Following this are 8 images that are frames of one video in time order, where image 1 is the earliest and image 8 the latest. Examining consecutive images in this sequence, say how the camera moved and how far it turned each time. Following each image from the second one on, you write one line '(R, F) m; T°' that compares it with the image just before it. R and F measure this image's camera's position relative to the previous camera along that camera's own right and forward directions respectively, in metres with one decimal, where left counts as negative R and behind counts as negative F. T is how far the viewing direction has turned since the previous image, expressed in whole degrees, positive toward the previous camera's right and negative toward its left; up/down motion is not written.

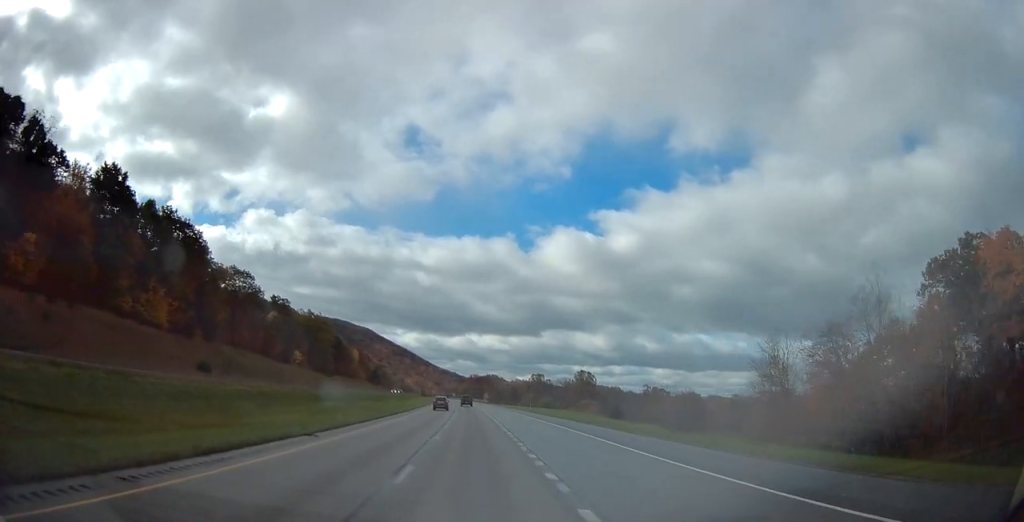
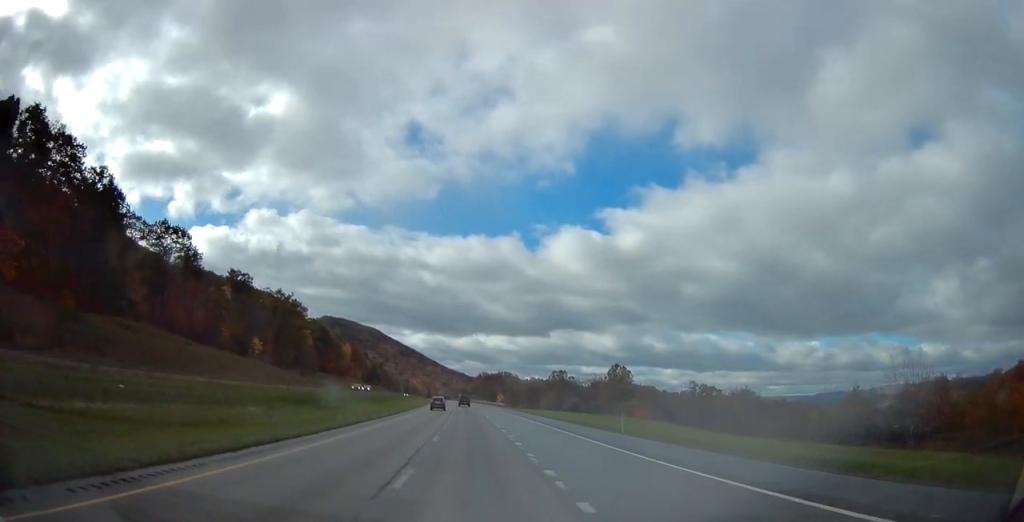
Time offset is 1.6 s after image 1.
(-0.6, +49.4) m; -1°
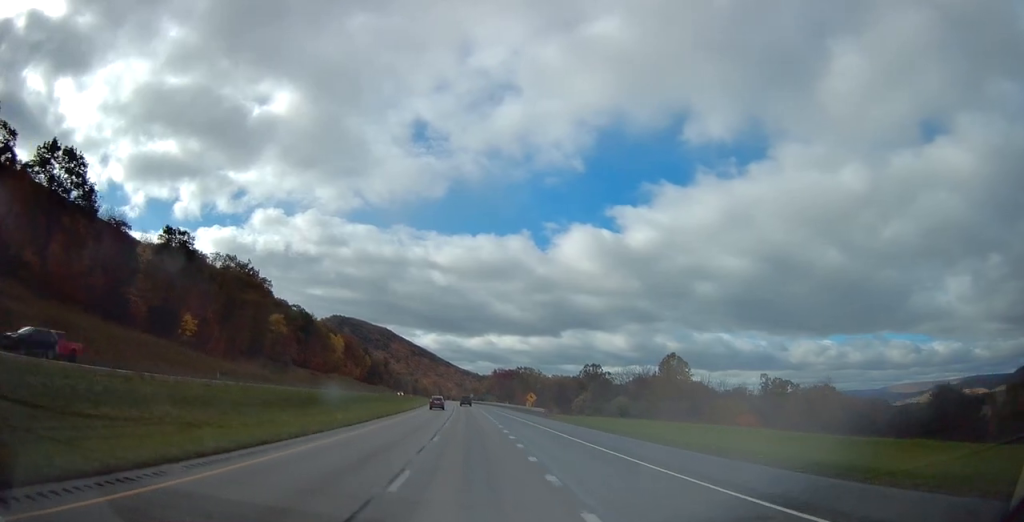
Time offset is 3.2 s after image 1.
(-0.3, +49.3) m; -1°
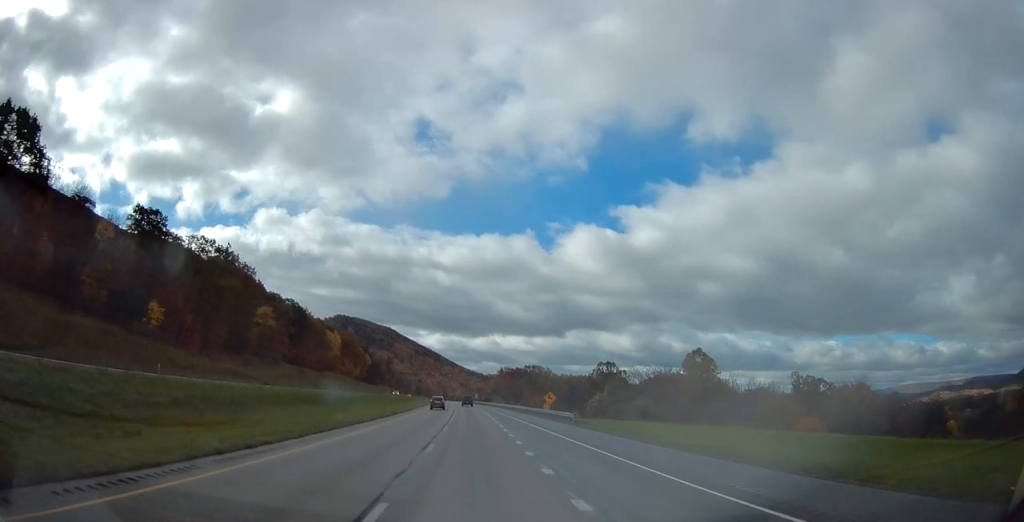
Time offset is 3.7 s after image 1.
(0.0, +16.5) m; -1°
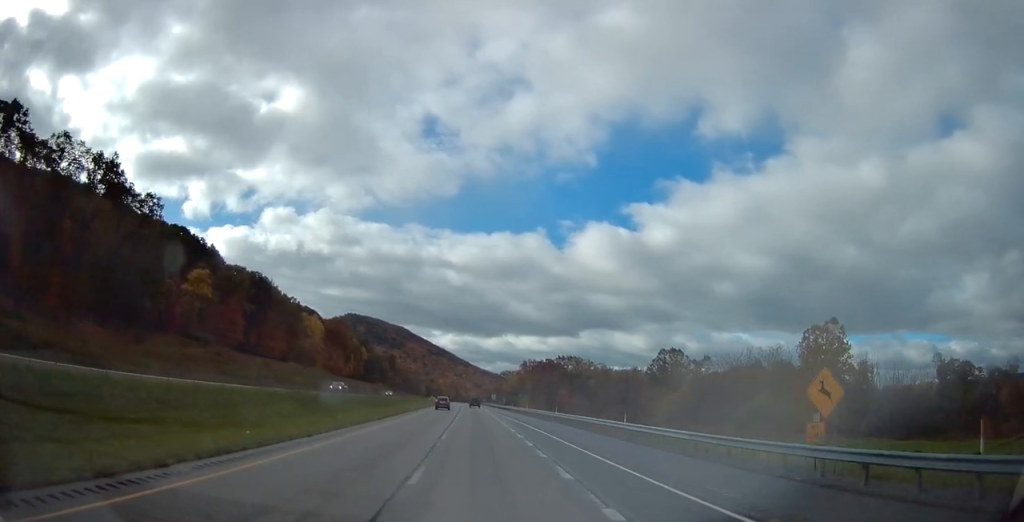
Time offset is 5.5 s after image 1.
(-0.8, +54.4) m; -2°
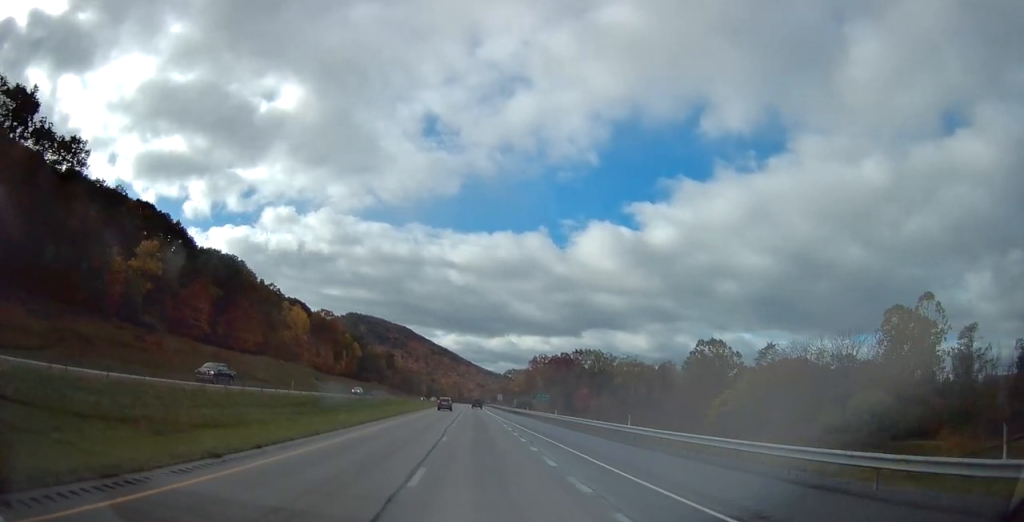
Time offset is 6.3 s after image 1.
(-0.2, +24.7) m; 0°
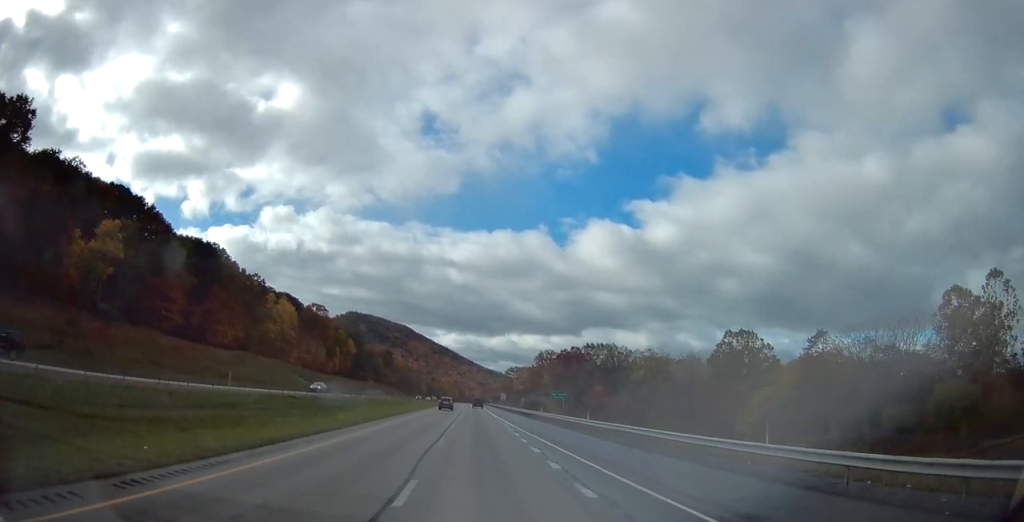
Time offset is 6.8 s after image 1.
(0.0, +14.4) m; 0°
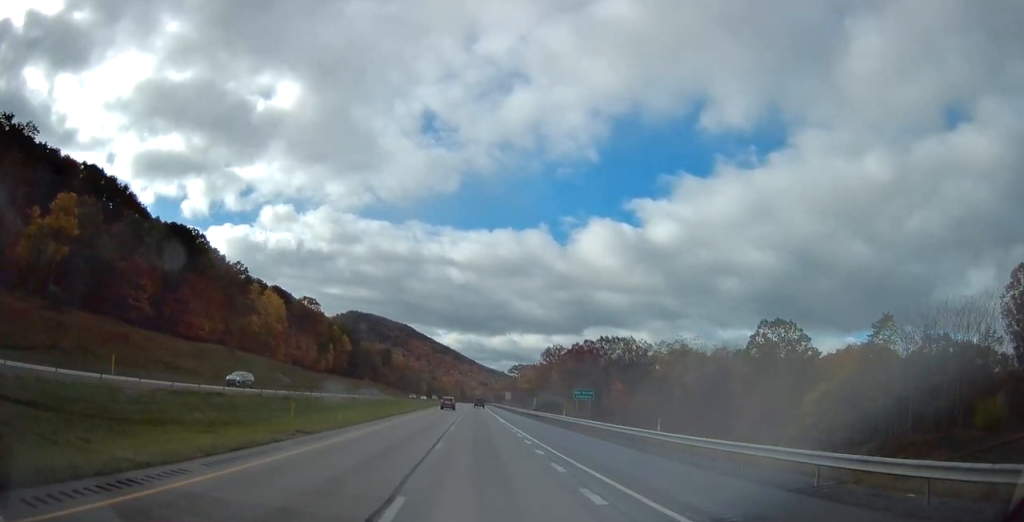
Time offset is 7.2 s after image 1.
(+0.1, +14.4) m; 0°
